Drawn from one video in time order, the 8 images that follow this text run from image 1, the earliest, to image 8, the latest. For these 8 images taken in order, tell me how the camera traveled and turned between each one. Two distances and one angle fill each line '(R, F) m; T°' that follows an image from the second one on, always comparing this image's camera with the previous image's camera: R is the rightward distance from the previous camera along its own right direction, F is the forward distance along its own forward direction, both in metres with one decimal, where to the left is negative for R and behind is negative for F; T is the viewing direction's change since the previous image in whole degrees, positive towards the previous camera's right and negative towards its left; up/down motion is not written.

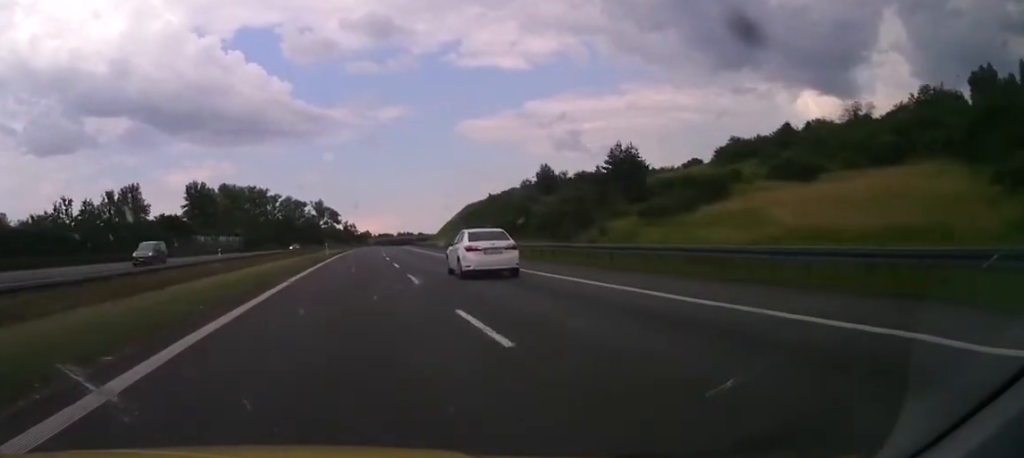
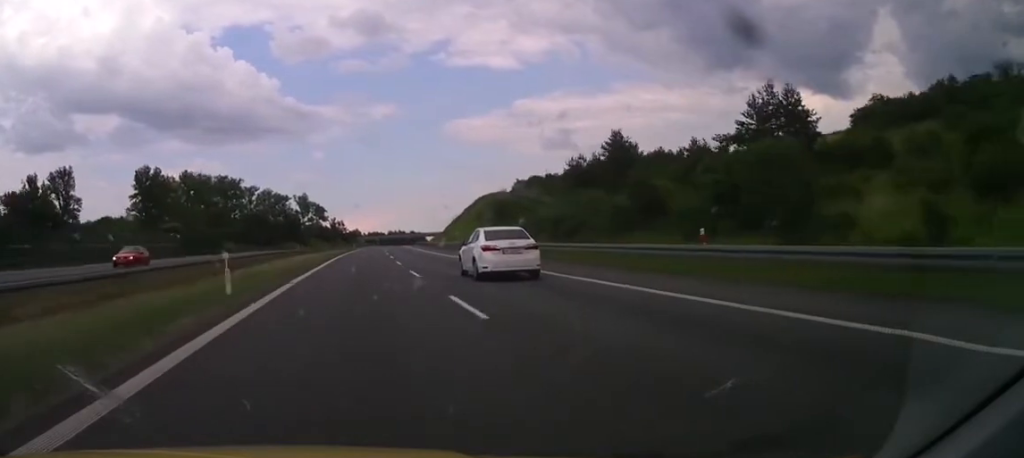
(+0.9, +52.9) m; +1°
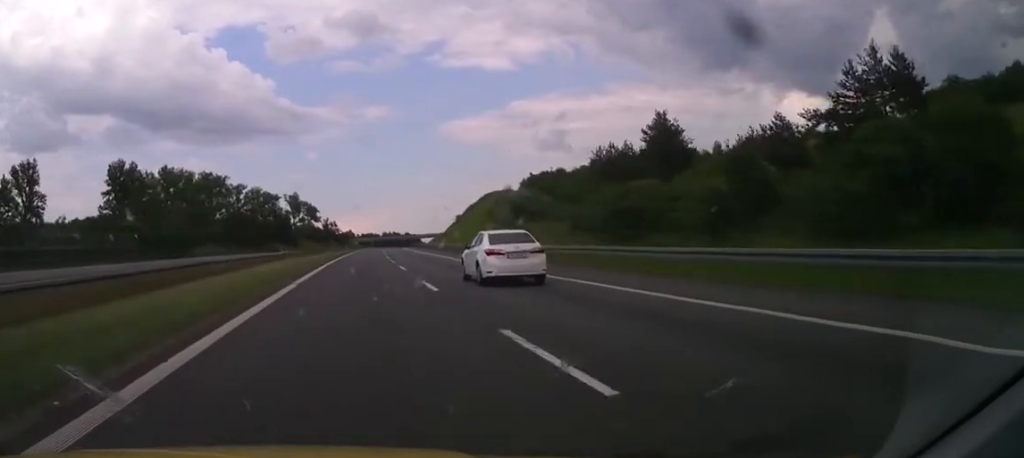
(+0.1, +19.3) m; 0°
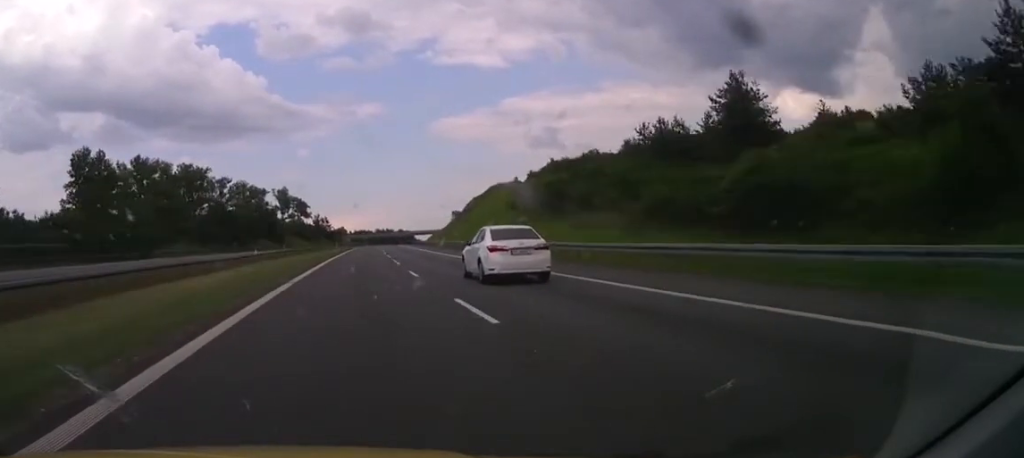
(0.0, +21.4) m; 0°
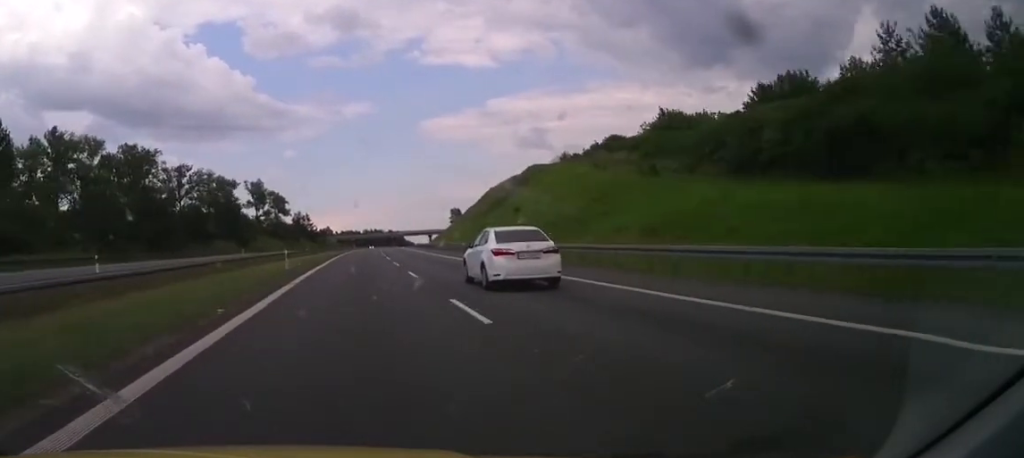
(0.0, +51.3) m; 0°
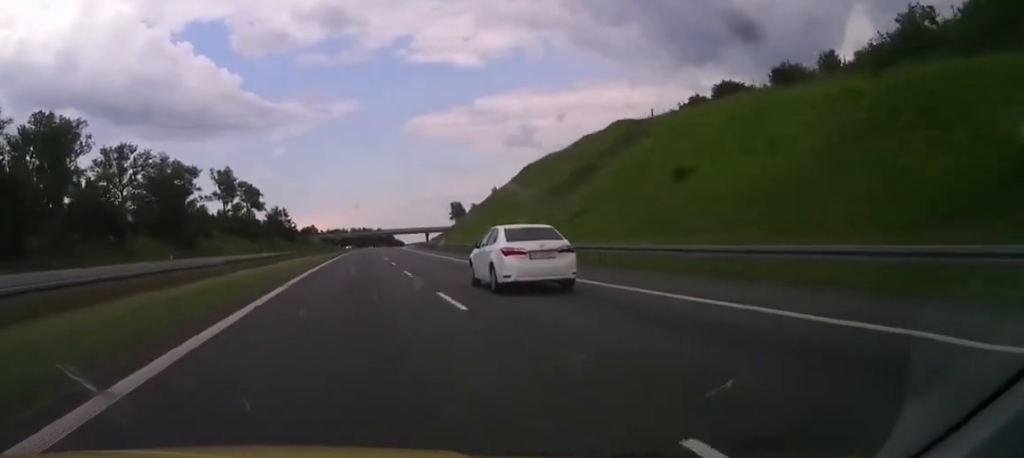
(0.0, +46.5) m; 0°
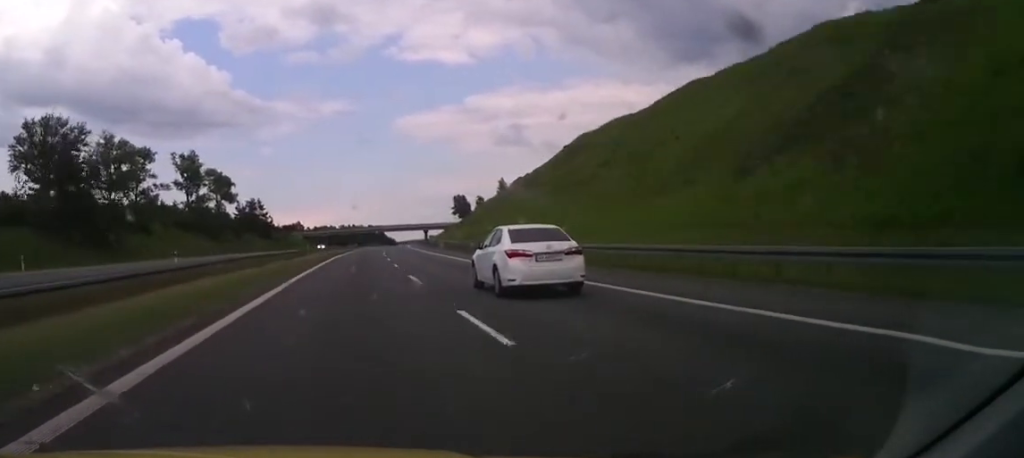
(0.0, +39.5) m; 0°
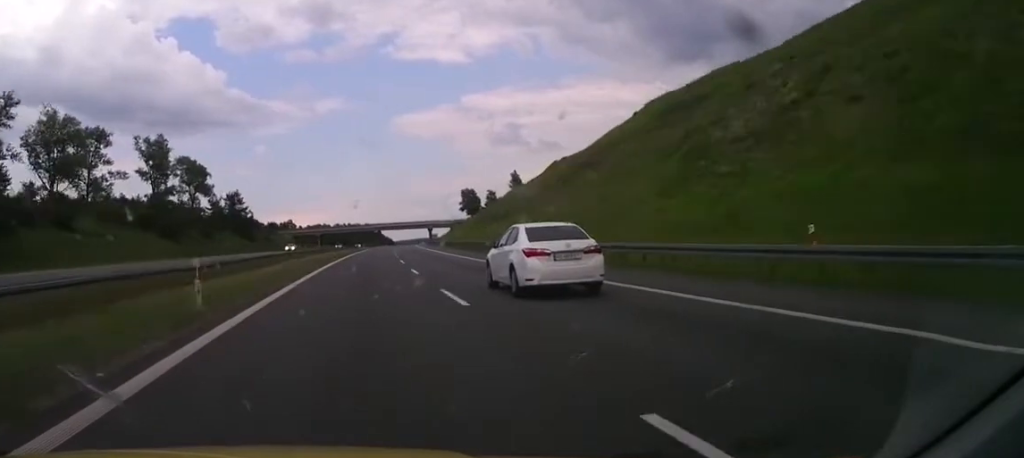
(0.0, +31.1) m; +1°
